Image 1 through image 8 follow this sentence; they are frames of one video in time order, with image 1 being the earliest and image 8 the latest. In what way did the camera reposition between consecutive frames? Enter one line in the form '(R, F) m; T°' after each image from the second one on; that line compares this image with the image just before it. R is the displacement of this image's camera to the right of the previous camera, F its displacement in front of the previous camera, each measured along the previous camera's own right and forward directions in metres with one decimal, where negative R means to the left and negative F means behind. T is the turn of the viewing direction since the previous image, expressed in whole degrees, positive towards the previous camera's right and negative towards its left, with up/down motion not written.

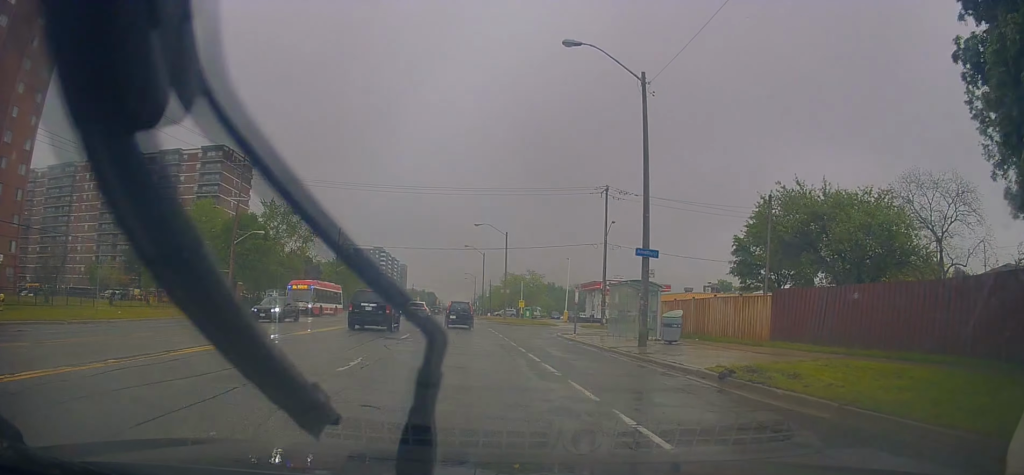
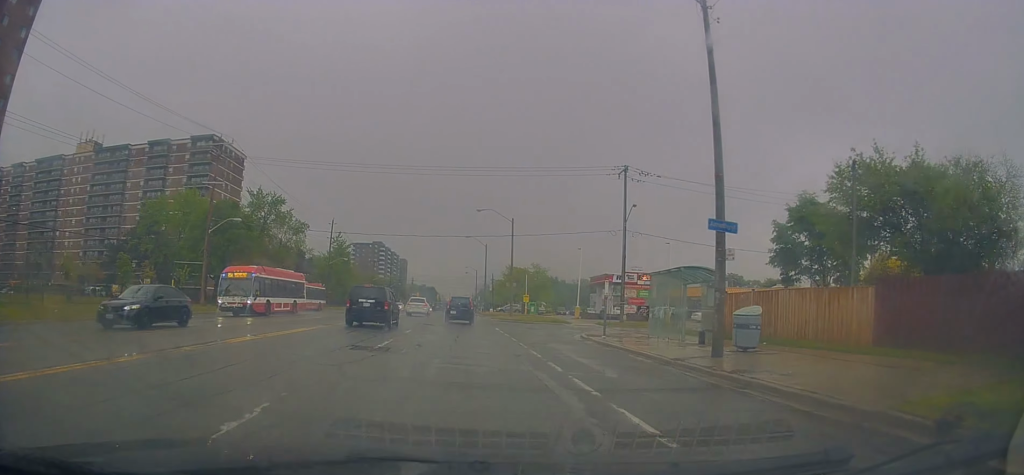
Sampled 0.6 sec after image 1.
(+0.3, +6.2) m; 0°
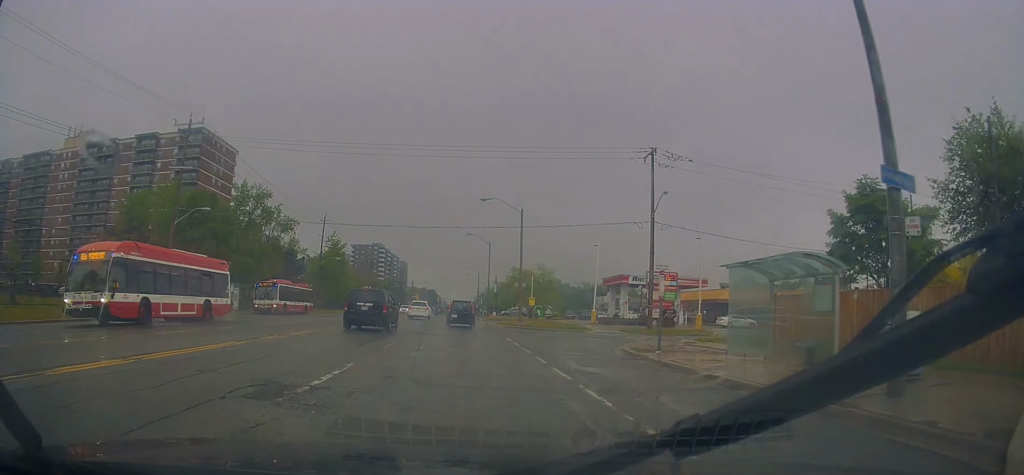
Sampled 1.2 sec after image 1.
(-0.2, +7.1) m; -3°
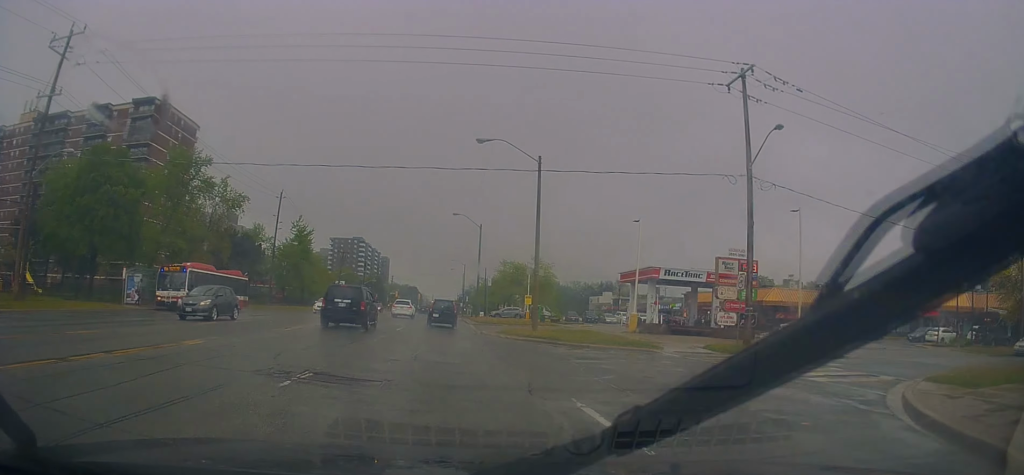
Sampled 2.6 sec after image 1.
(-0.7, +16.2) m; -3°
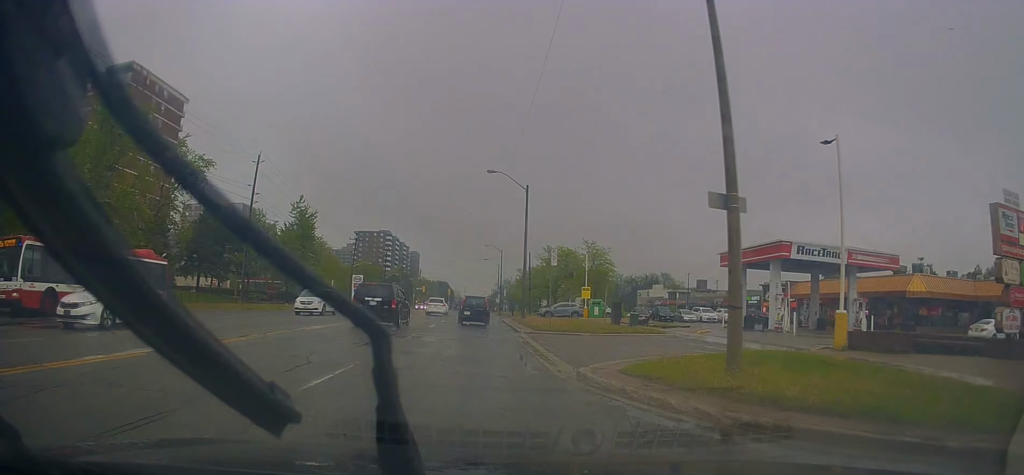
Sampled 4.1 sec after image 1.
(+0.7, +19.0) m; +3°
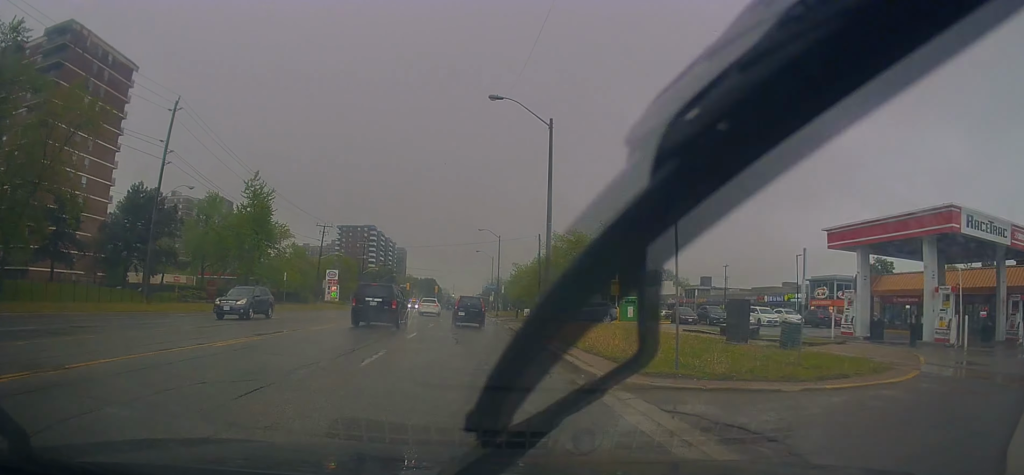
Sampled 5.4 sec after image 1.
(-0.1, +15.9) m; 0°
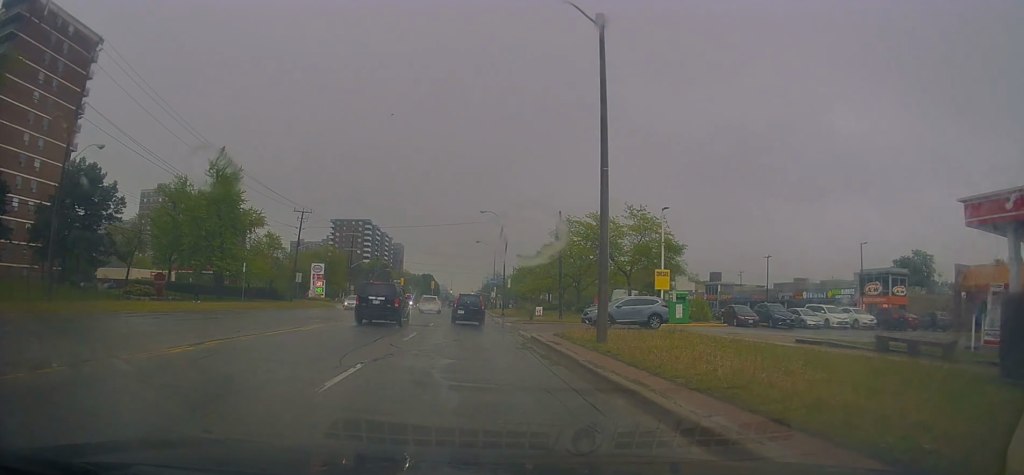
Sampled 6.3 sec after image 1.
(+0.2, +11.5) m; 0°
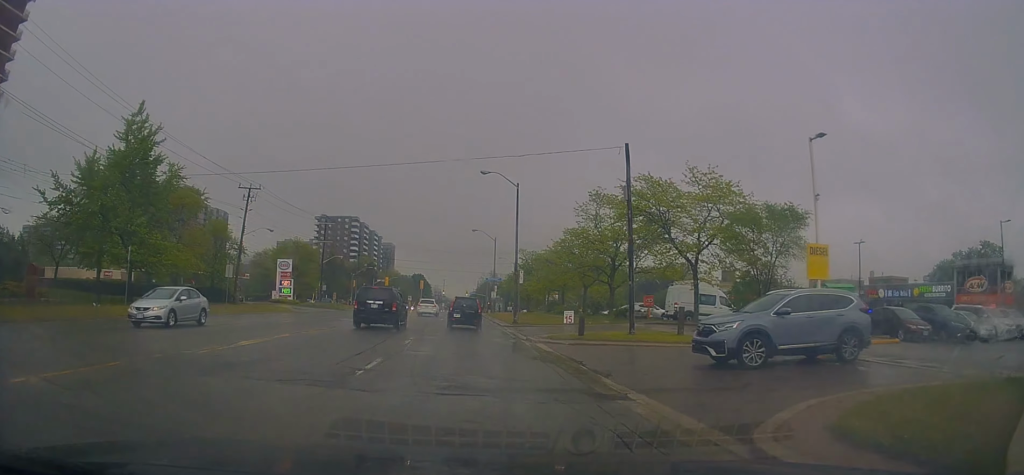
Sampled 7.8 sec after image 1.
(-0.2, +17.4) m; +1°
